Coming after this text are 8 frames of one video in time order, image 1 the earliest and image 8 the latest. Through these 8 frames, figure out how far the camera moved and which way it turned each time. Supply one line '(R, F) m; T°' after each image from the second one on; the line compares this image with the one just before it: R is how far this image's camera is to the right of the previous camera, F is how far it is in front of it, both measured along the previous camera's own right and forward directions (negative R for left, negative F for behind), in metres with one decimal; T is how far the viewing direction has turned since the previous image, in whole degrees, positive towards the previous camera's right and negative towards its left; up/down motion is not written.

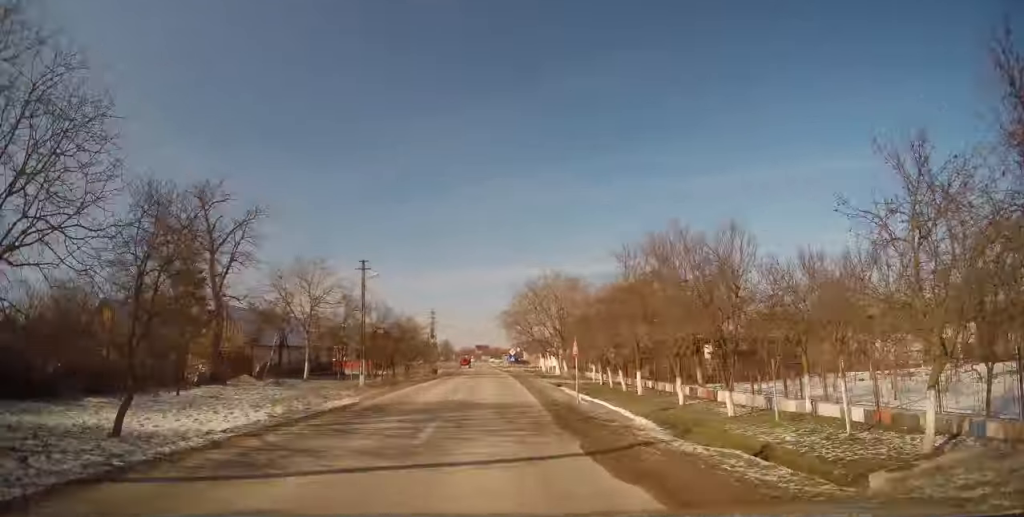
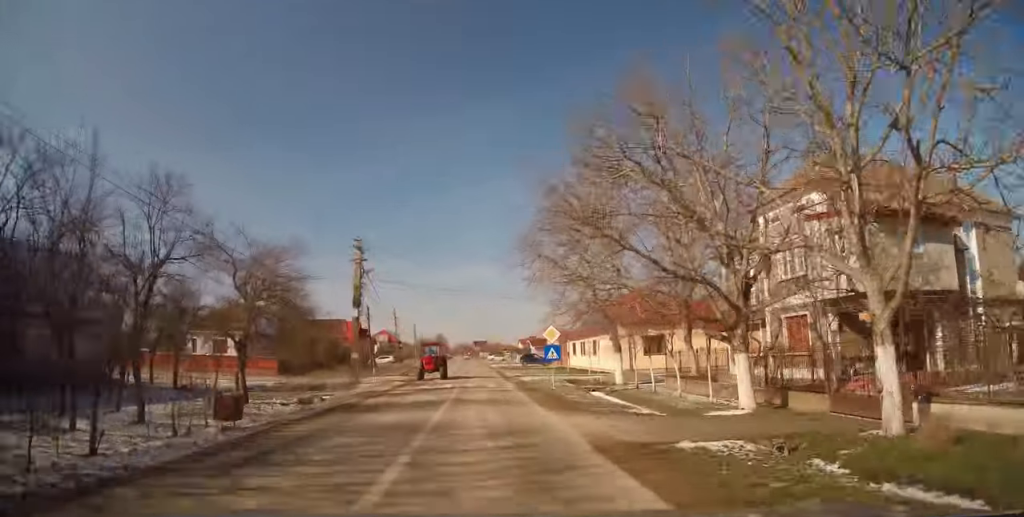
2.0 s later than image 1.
(-0.2, +40.1) m; 0°
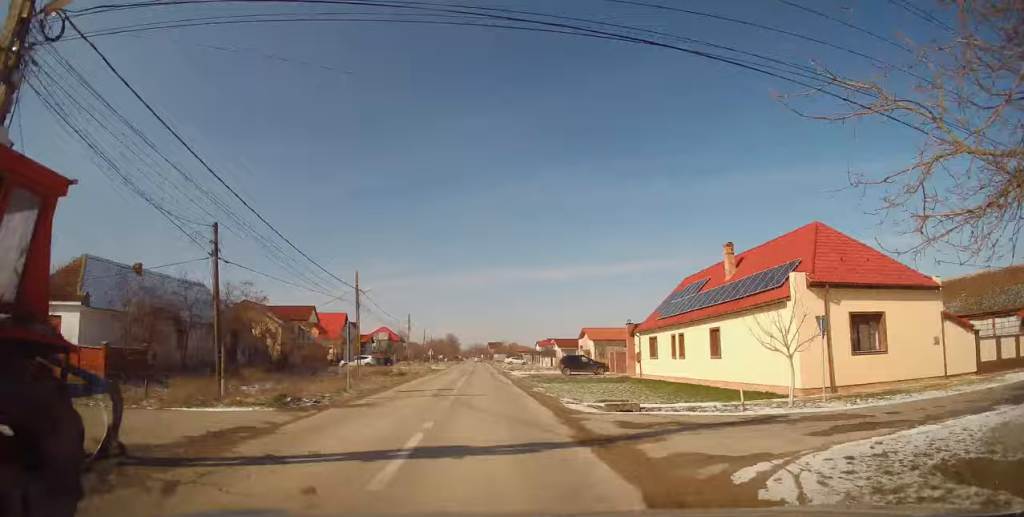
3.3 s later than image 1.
(-0.2, +25.6) m; -1°
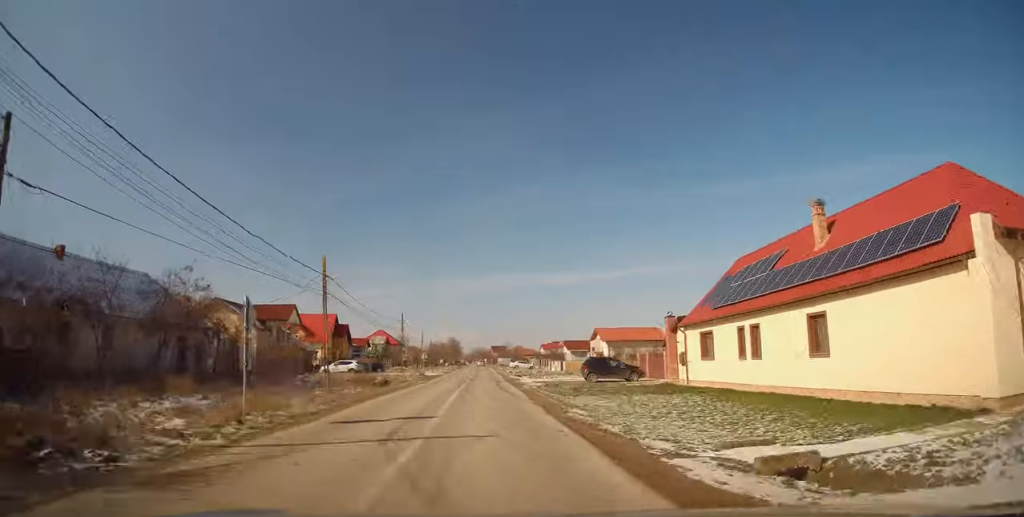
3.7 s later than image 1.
(-0.1, +8.8) m; -1°
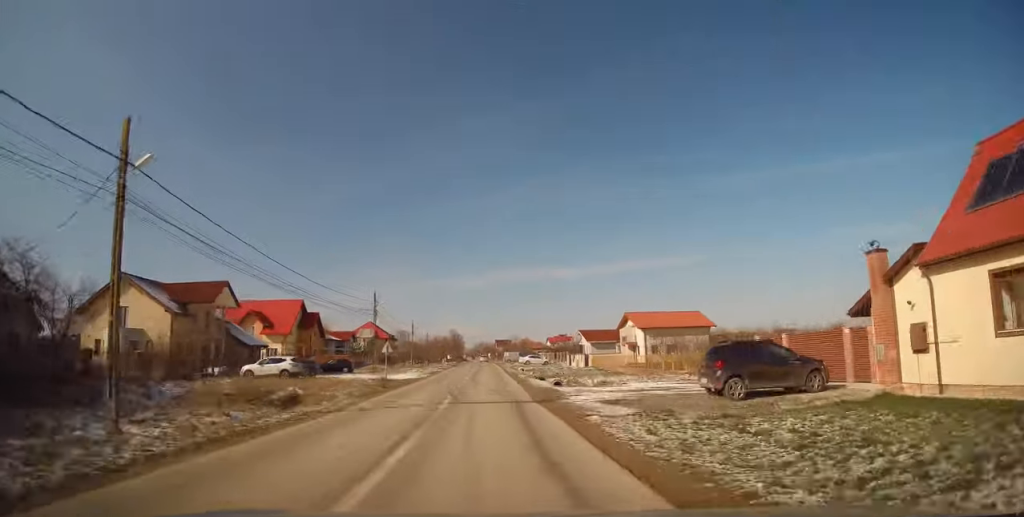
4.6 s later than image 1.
(0.0, +19.1) m; +1°
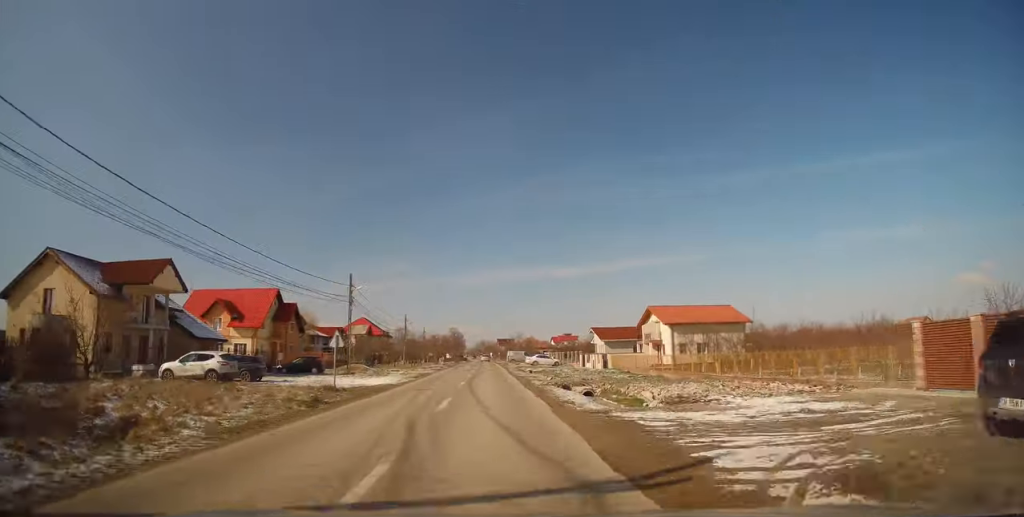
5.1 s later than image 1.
(+0.1, +10.2) m; 0°
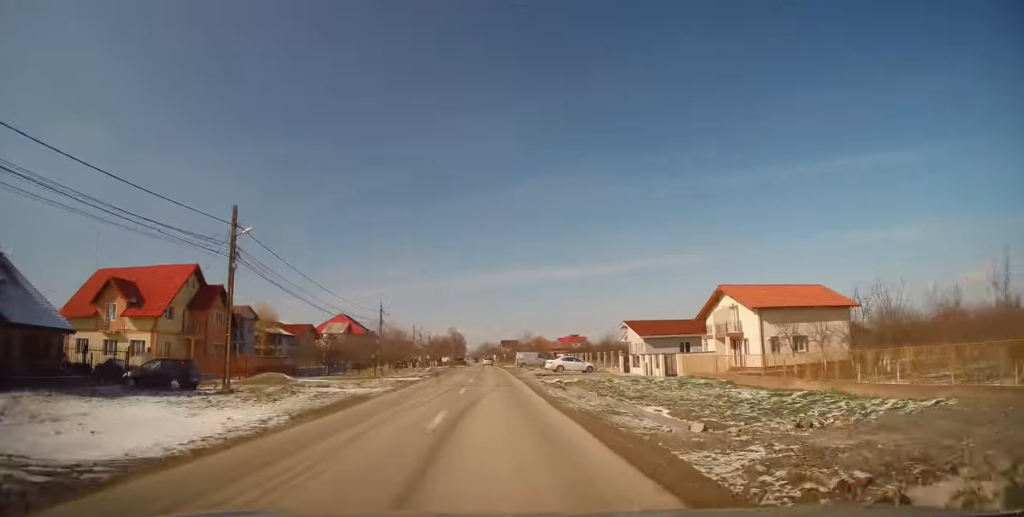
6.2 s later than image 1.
(0.0, +20.9) m; -1°
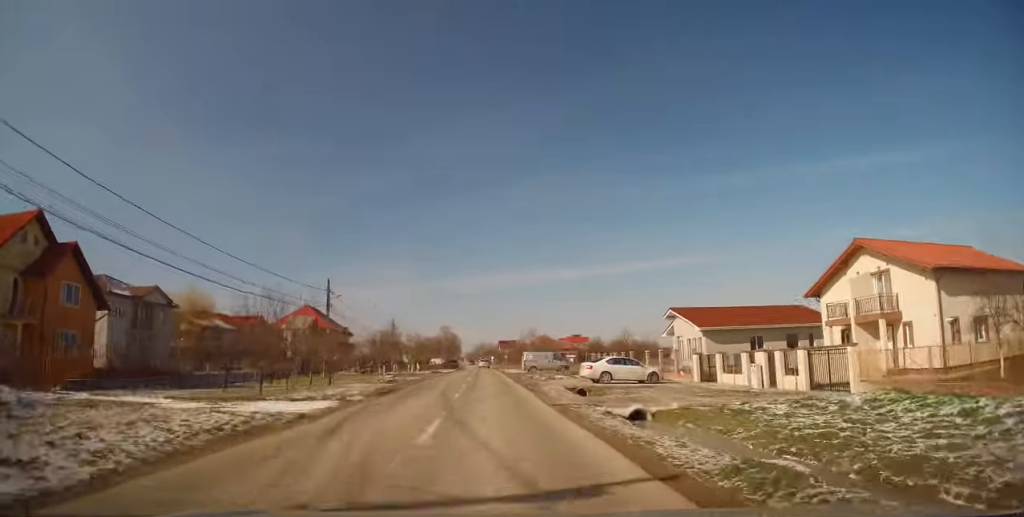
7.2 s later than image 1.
(-0.2, +19.9) m; -1°
